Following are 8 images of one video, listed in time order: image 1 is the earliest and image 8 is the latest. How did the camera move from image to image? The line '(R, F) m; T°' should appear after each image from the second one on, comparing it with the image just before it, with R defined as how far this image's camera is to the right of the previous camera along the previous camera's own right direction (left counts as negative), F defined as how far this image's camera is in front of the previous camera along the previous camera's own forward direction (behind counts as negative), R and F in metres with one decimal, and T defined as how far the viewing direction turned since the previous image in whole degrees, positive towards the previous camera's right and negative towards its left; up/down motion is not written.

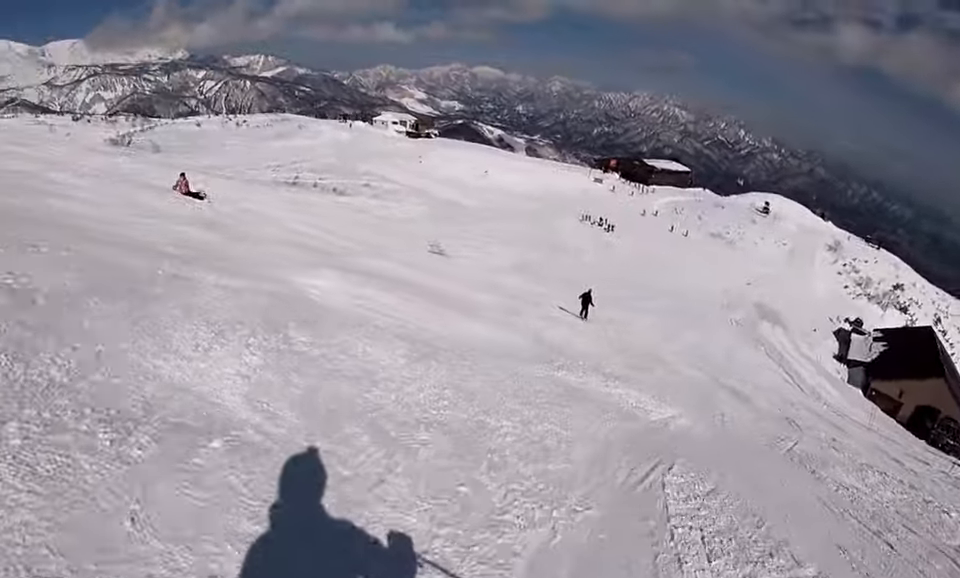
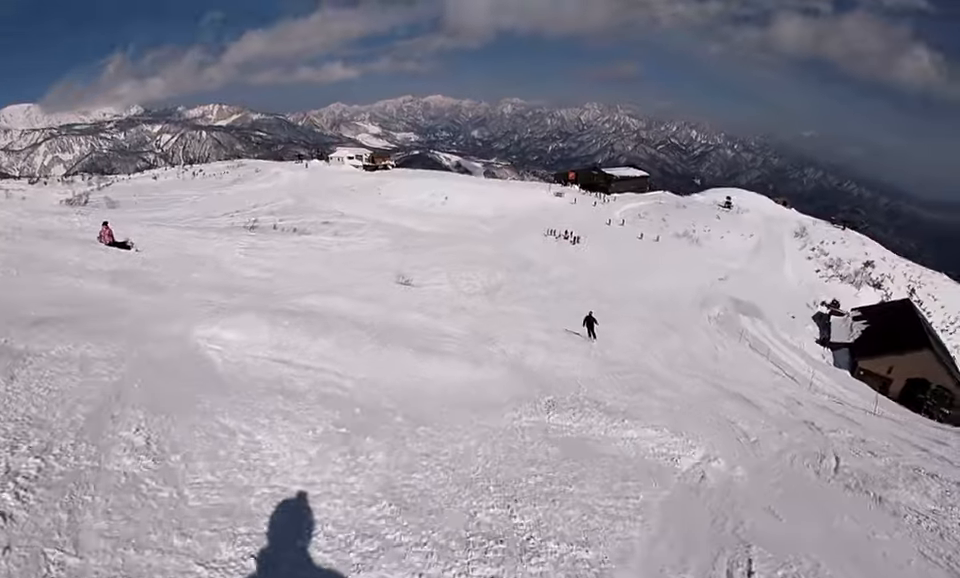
(-0.1, +2.4) m; +1°
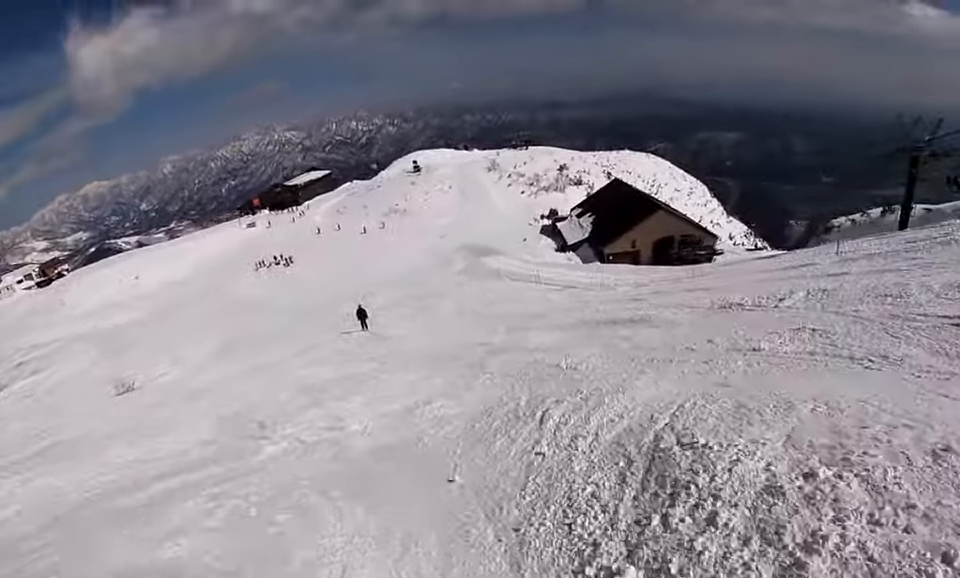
(+1.0, +7.6) m; +9°
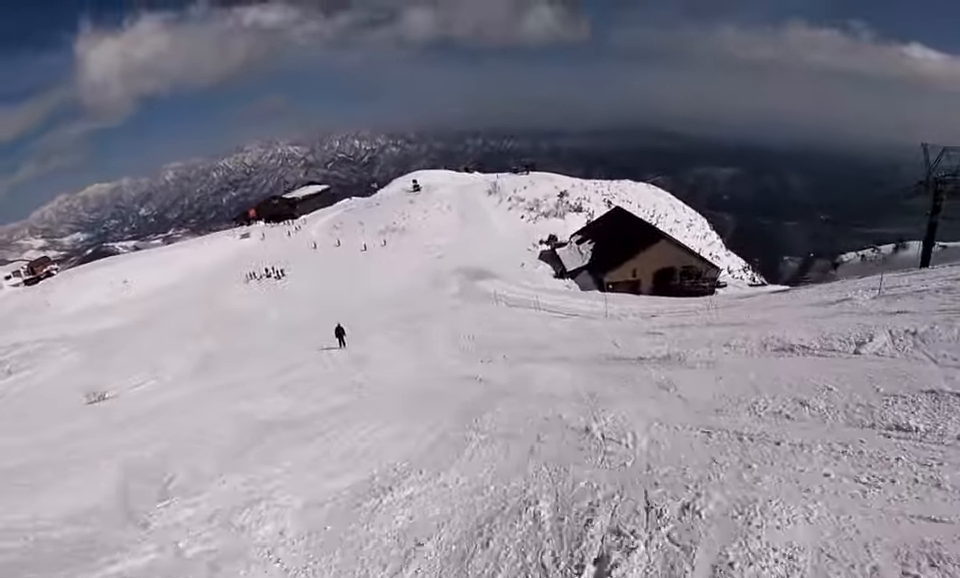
(+0.8, +2.9) m; -3°
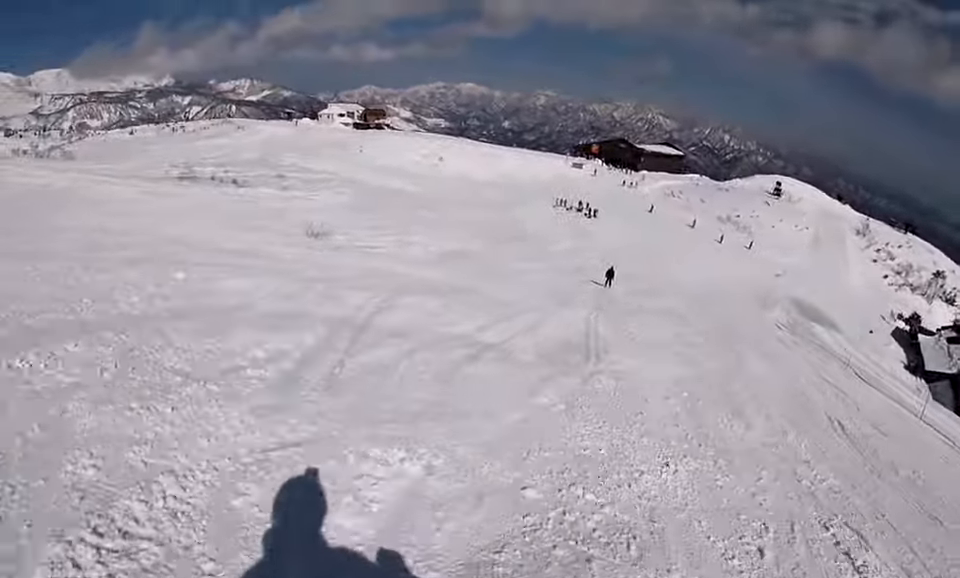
(-2.5, +14.5) m; -8°
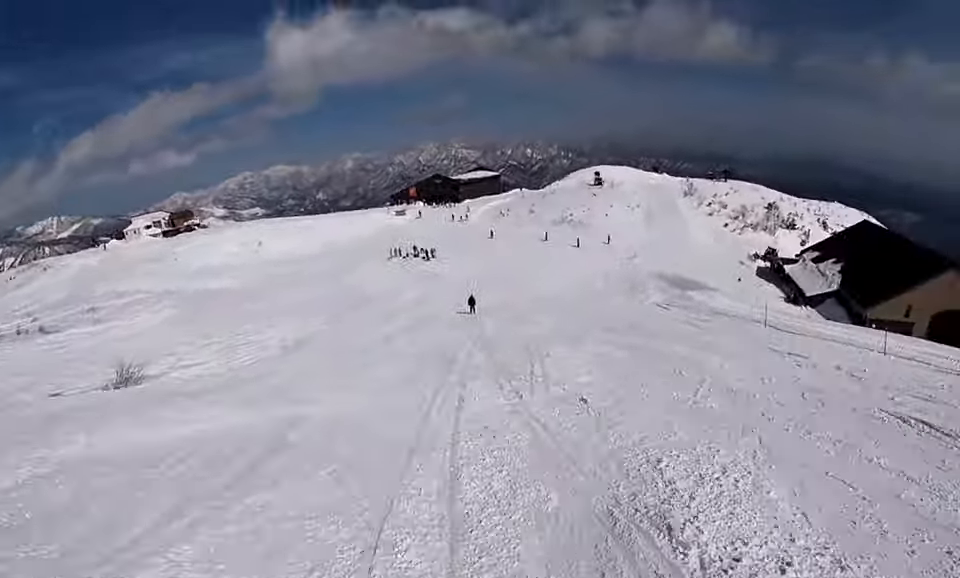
(+0.5, +7.5) m; +3°
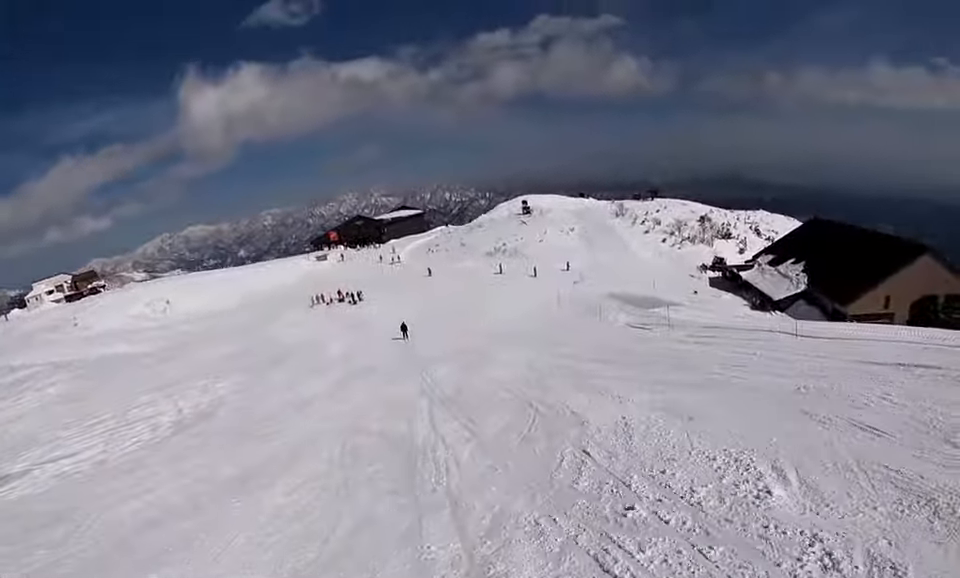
(-0.4, +9.2) m; +4°
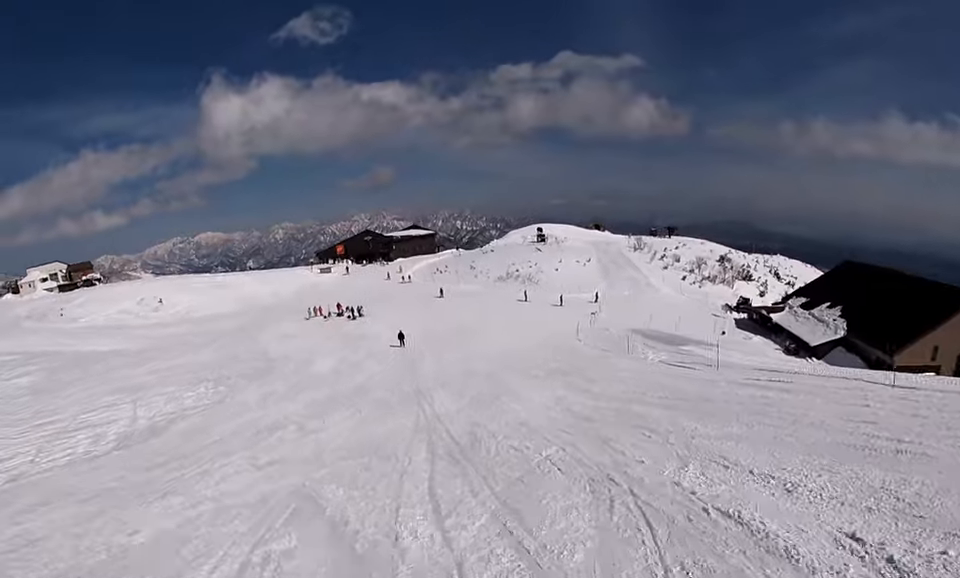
(+0.5, +6.0) m; +1°
